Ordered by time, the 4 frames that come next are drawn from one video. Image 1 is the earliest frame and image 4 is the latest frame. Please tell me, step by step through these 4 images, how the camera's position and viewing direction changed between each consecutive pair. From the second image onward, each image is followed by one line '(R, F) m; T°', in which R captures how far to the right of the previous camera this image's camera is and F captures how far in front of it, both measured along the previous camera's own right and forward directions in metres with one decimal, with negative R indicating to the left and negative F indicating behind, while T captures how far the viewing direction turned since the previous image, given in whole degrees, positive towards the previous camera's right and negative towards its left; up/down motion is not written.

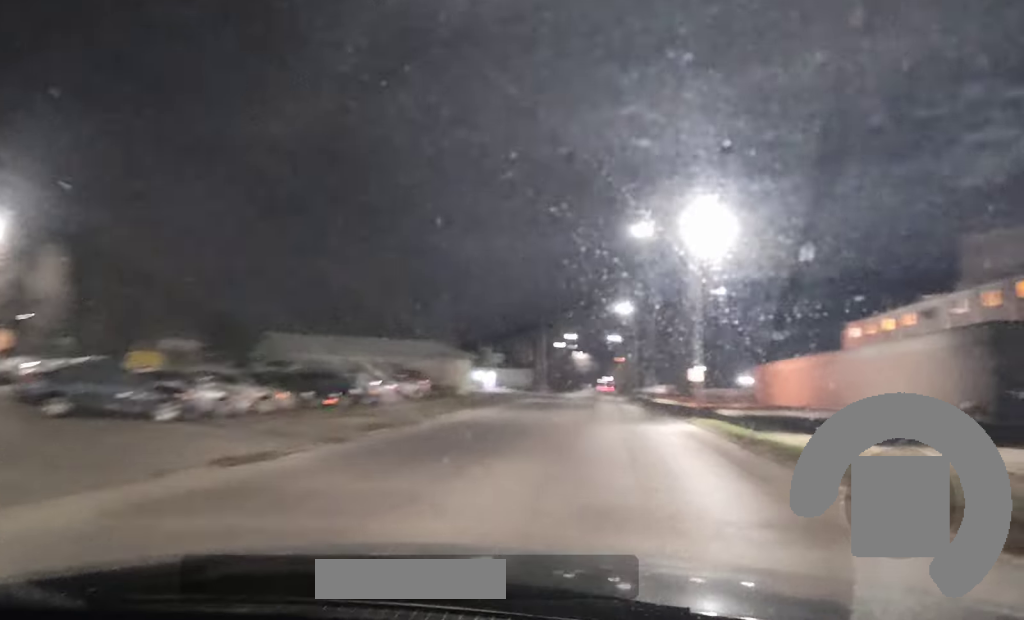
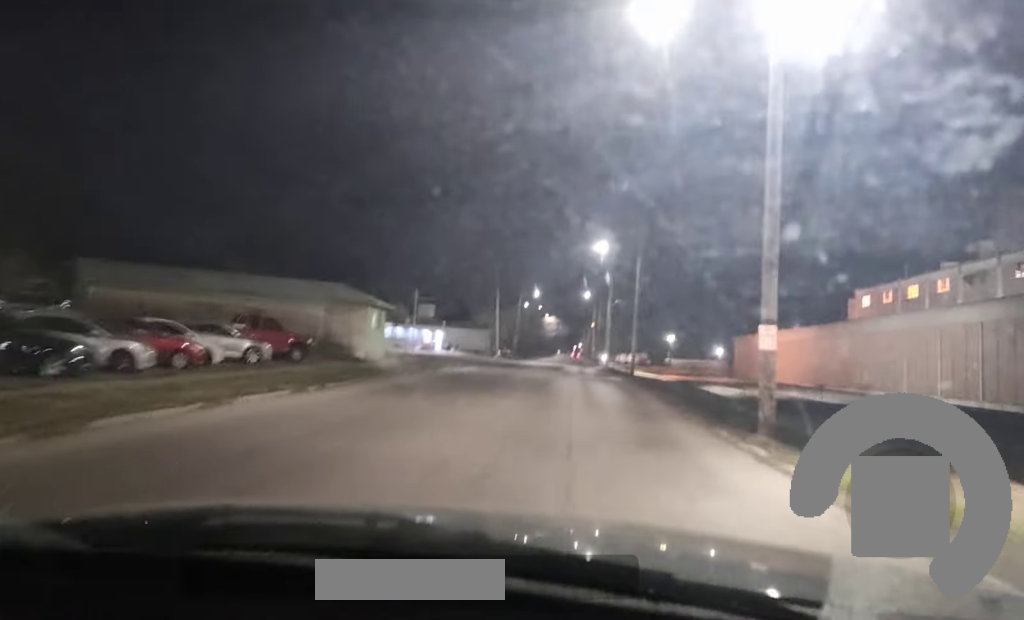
(+3.7, +22.3) m; +4°
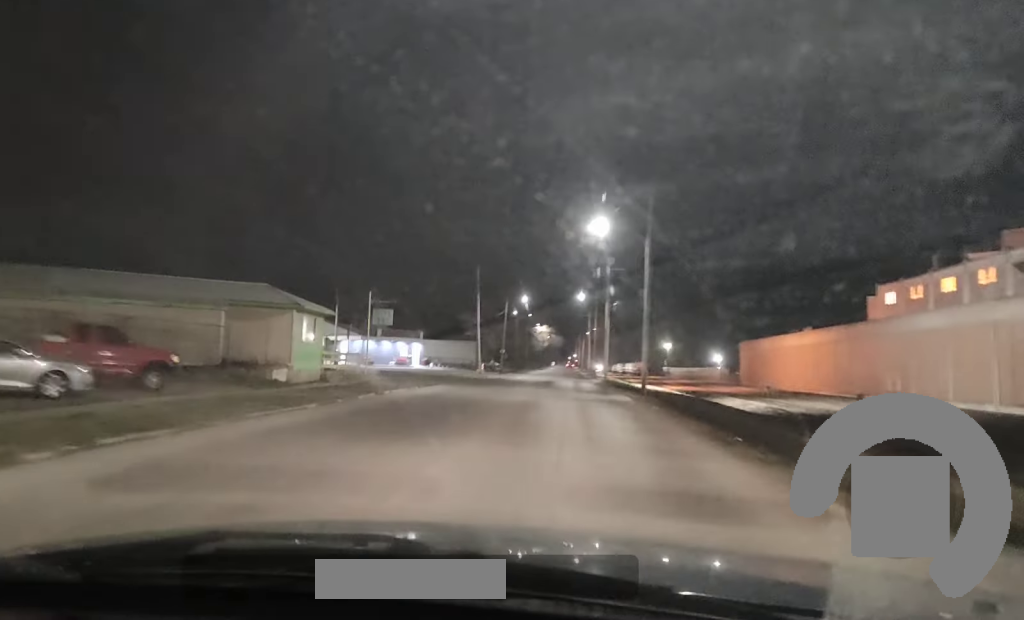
(-0.7, +12.1) m; -3°
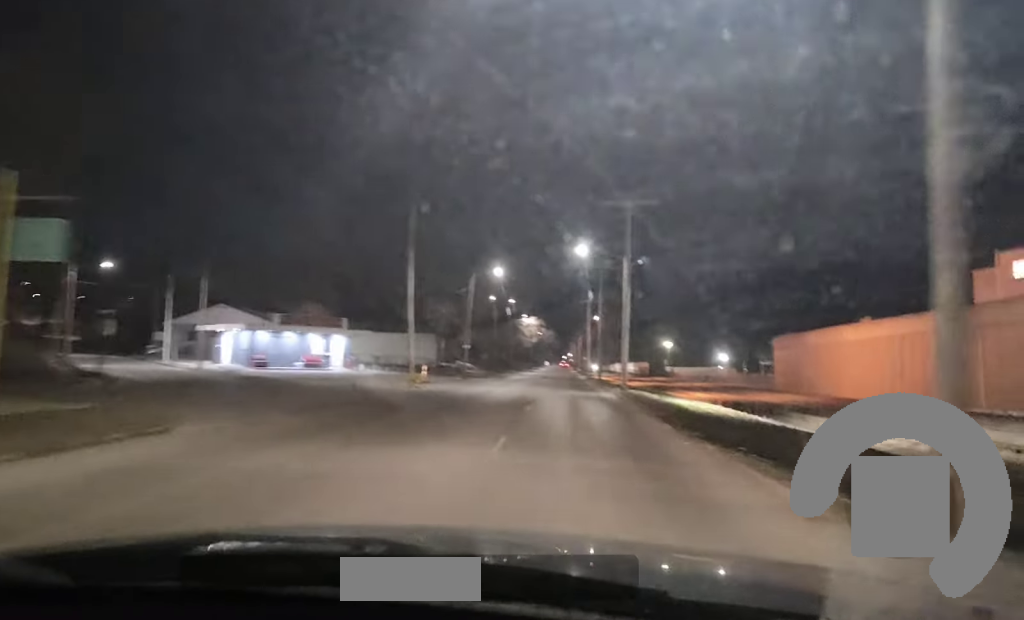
(+0.2, +32.1) m; +1°
